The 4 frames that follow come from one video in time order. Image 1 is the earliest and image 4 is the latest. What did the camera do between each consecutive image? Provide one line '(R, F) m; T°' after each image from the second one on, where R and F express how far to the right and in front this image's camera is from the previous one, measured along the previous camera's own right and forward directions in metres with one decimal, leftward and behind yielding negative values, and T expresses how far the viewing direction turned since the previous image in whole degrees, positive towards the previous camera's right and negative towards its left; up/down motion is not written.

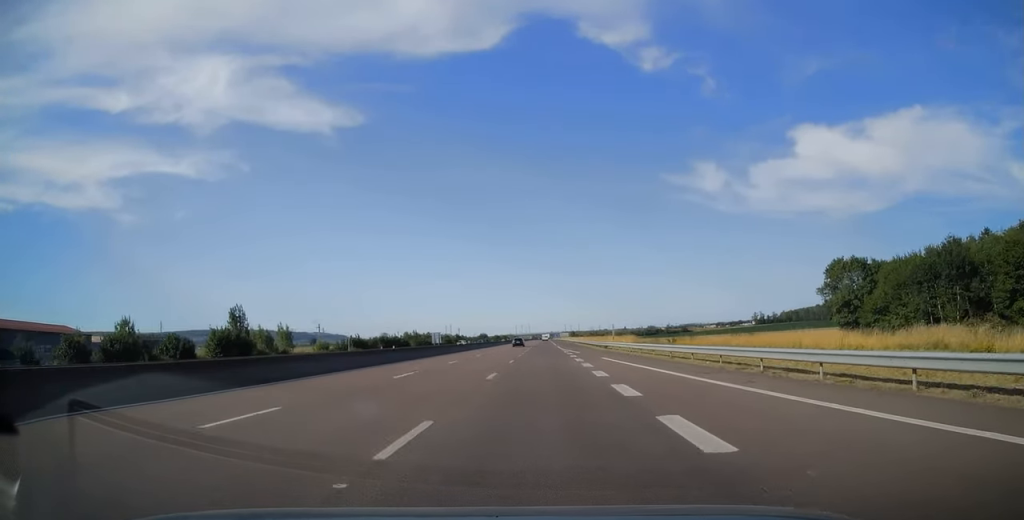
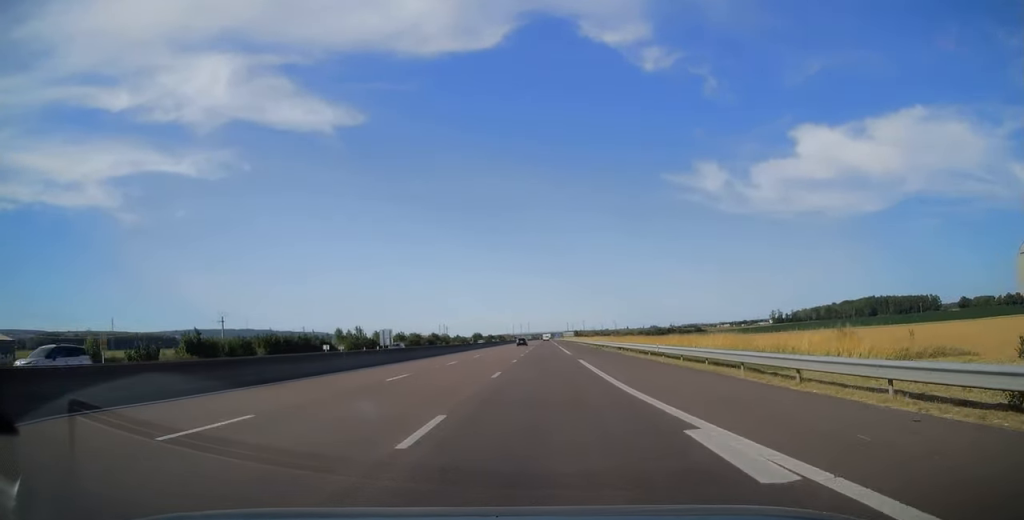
(-0.3, +53.2) m; 0°
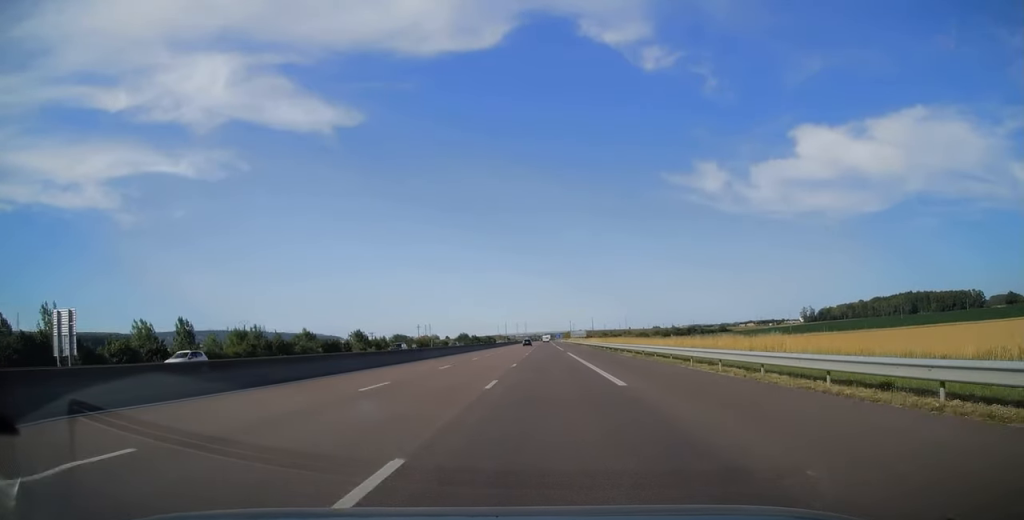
(+0.5, +81.4) m; 0°
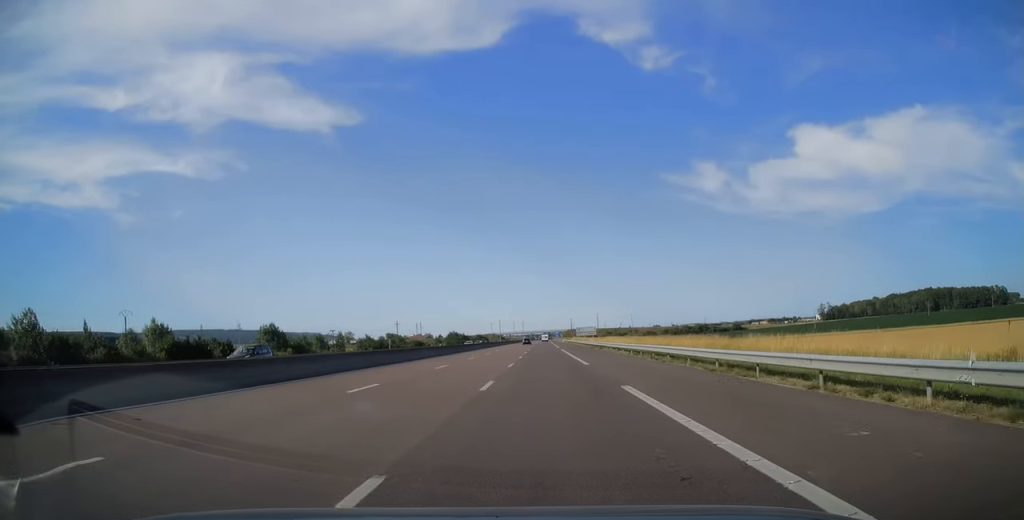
(0.0, +39.7) m; 0°
